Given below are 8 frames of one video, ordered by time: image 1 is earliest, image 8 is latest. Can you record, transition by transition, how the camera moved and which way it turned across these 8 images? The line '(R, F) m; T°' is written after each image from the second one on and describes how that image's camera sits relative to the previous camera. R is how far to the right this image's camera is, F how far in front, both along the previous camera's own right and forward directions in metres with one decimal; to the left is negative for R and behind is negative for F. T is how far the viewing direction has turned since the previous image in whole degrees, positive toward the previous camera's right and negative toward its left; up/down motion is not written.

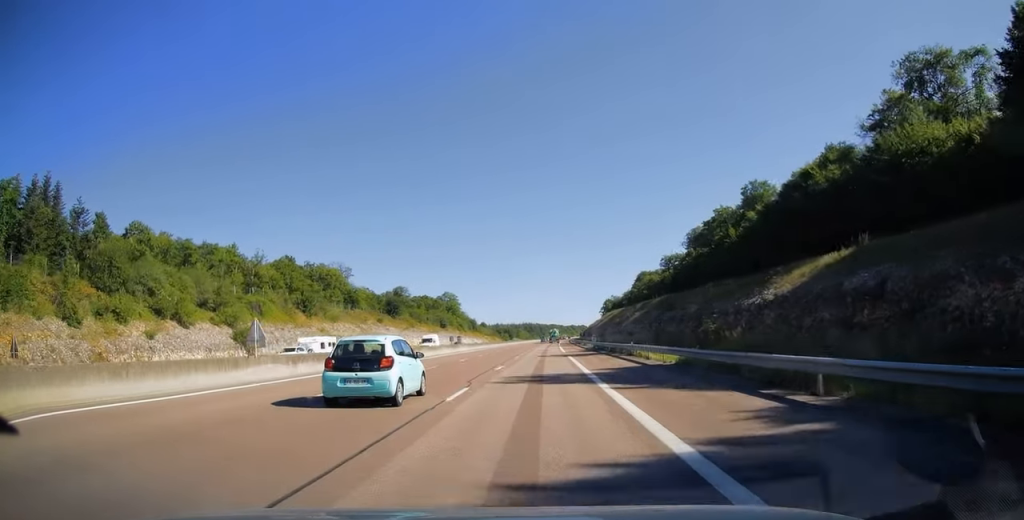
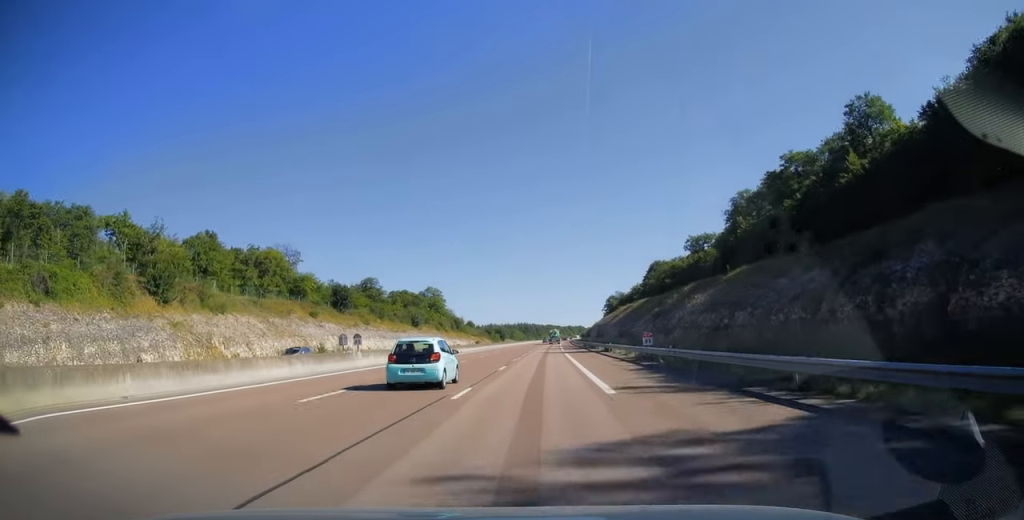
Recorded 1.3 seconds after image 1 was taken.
(+0.3, +38.9) m; +1°
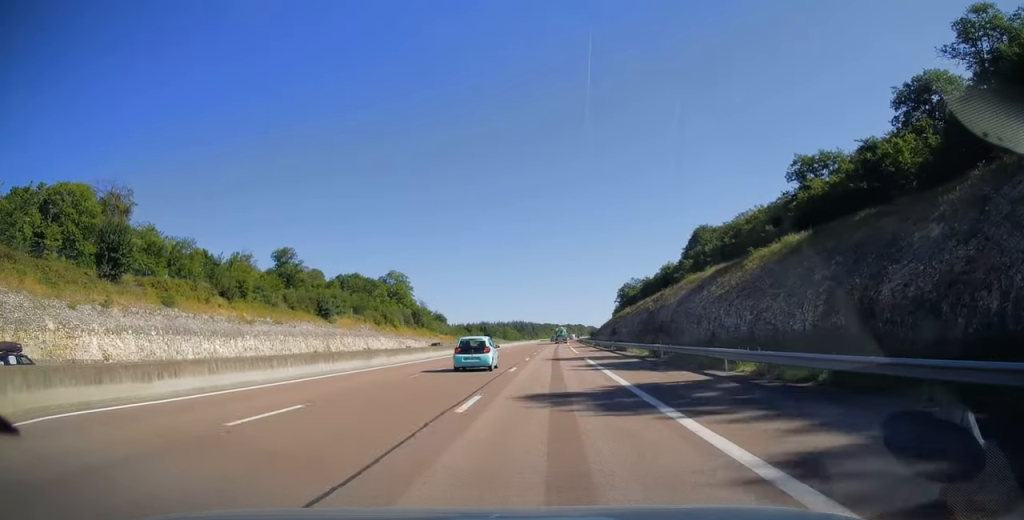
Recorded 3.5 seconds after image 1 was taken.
(+0.2, +68.6) m; 0°
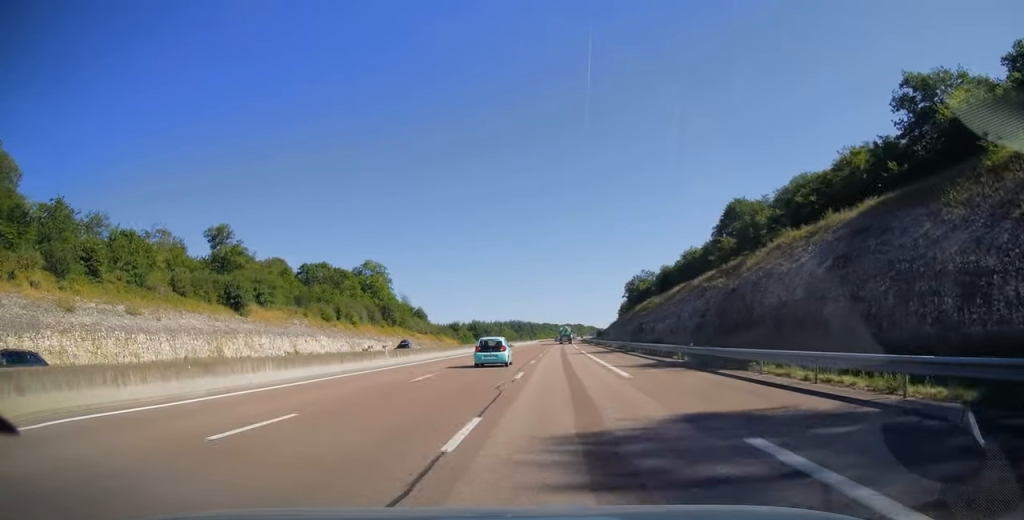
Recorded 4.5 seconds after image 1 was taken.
(0.0, +30.3) m; 0°
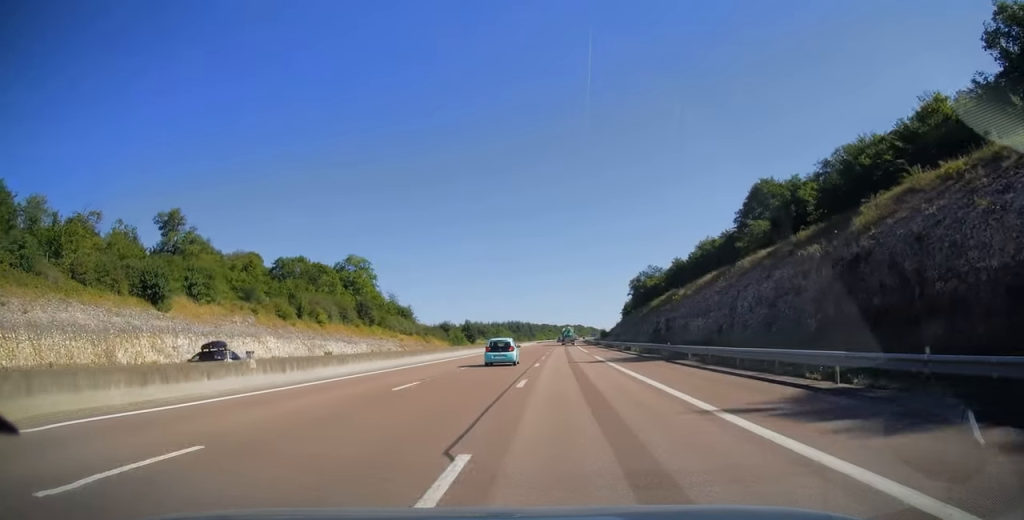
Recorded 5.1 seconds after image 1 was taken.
(0.0, +16.7) m; 0°
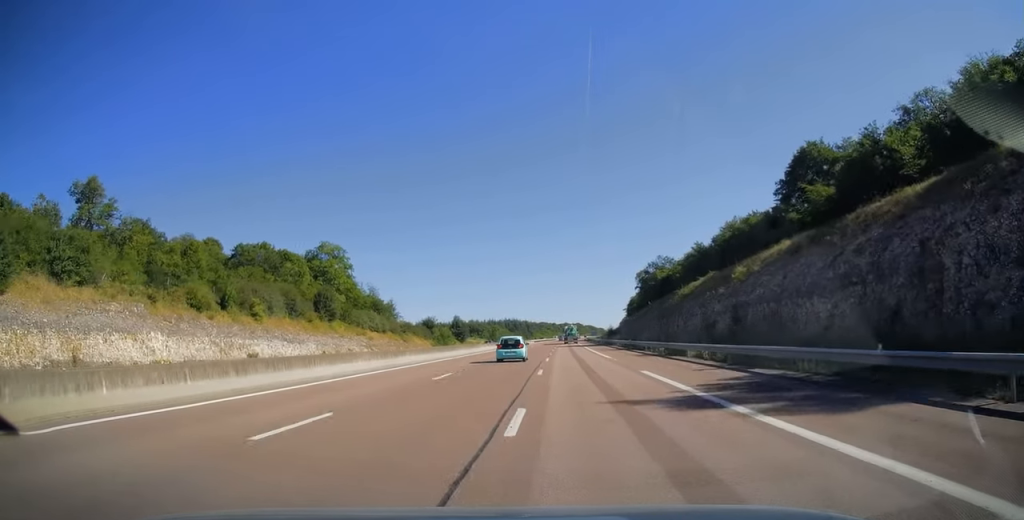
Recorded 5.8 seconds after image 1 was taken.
(0.0, +21.7) m; 0°
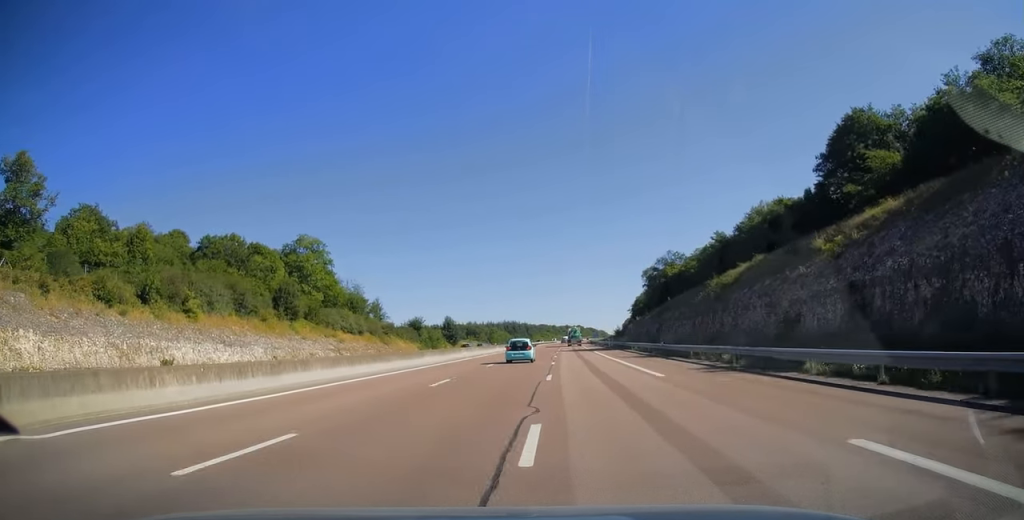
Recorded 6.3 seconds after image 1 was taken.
(0.0, +15.2) m; 0°
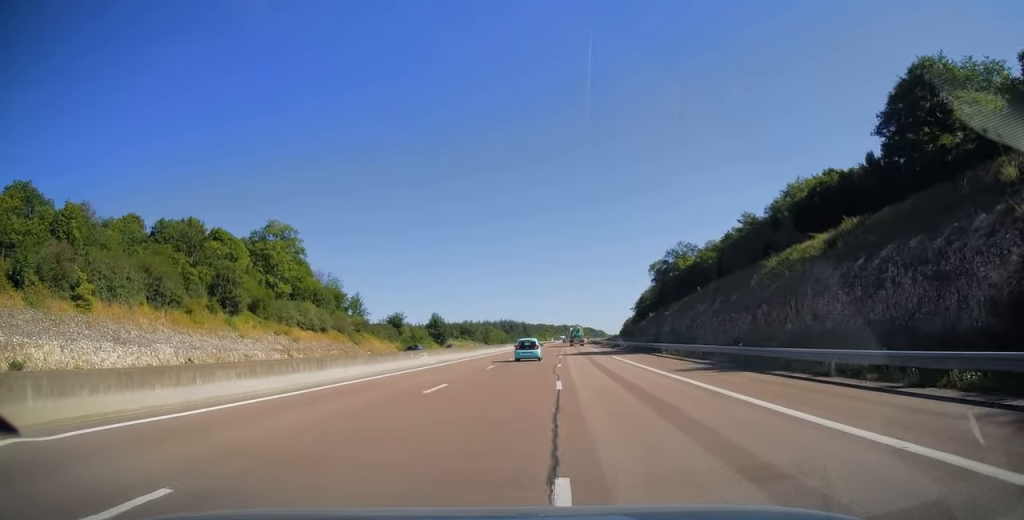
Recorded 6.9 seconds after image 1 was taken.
(+0.1, +16.8) m; 0°
